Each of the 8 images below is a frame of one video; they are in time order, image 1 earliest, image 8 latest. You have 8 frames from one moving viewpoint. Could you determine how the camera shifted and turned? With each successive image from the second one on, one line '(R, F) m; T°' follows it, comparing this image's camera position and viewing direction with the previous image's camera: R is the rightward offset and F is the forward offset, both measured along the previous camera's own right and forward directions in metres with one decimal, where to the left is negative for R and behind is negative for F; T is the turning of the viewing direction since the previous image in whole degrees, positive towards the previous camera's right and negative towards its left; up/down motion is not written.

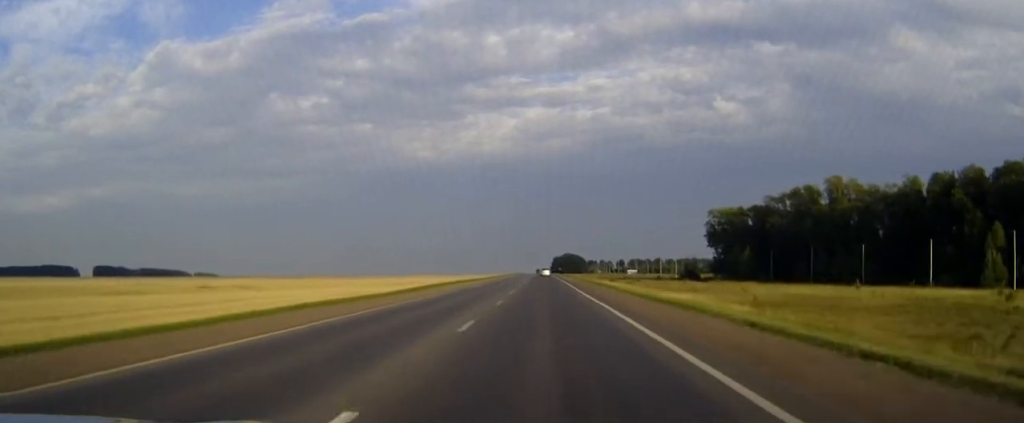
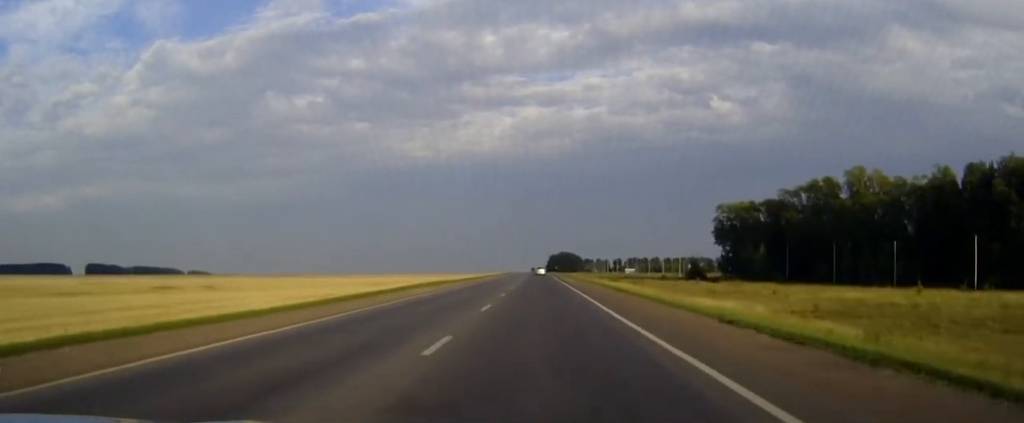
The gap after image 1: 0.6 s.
(0.0, +16.8) m; 0°
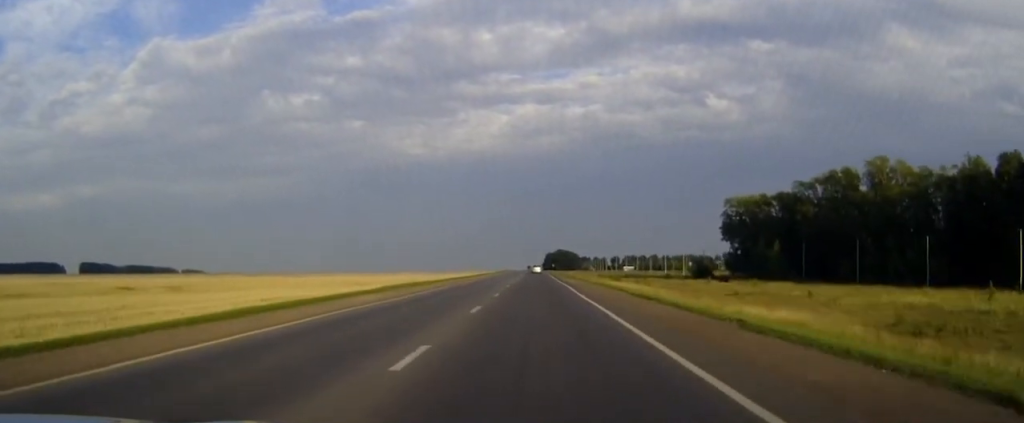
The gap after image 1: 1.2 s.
(0.0, +14.2) m; 0°
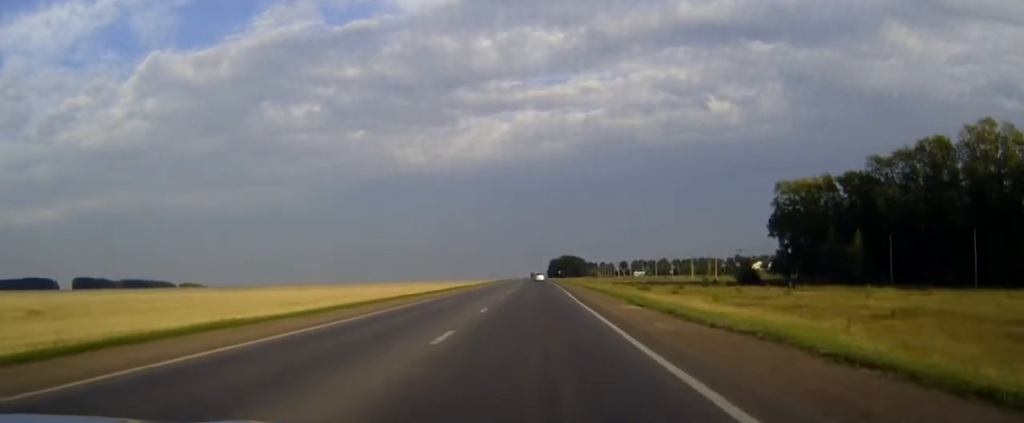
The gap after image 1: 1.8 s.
(0.0, +17.1) m; 0°
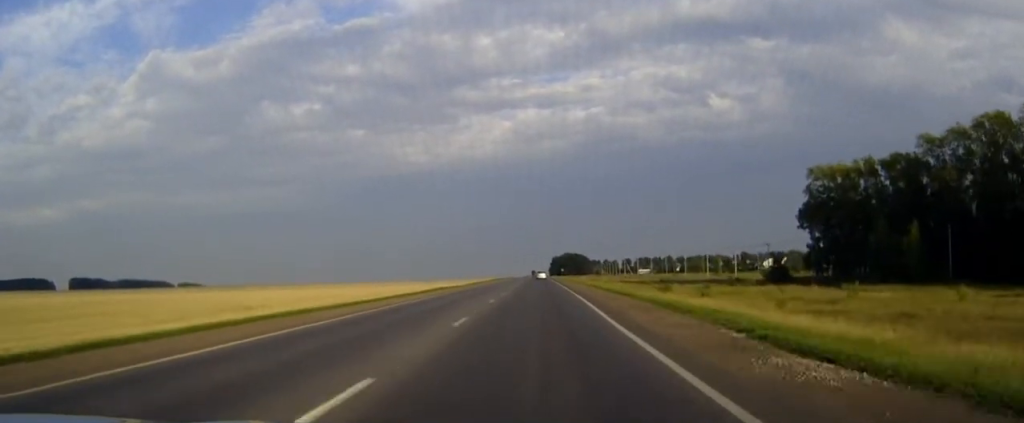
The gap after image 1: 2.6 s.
(0.0, +20.8) m; 0°
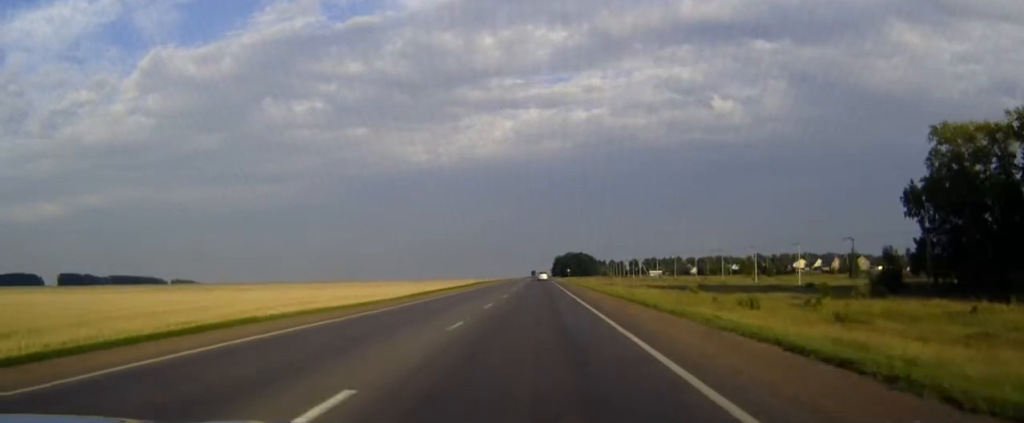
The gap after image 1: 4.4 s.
(0.0, +50.6) m; 0°
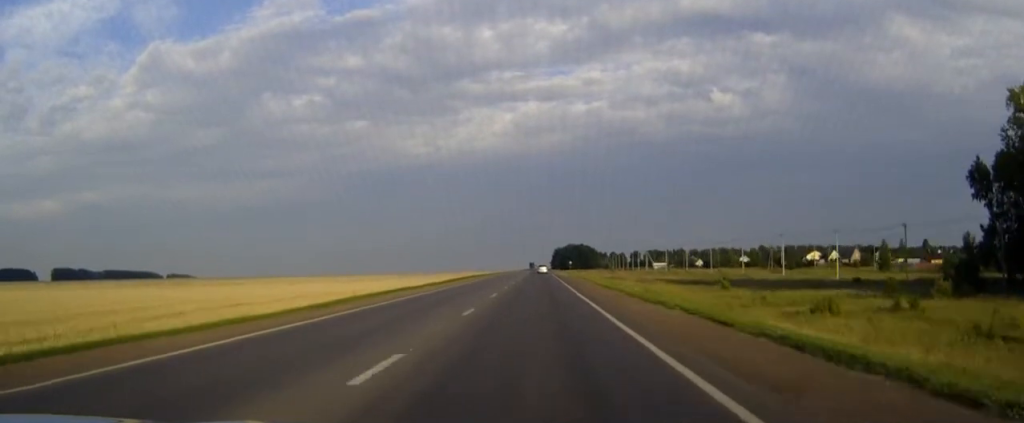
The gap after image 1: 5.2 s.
(0.0, +21.5) m; 0°
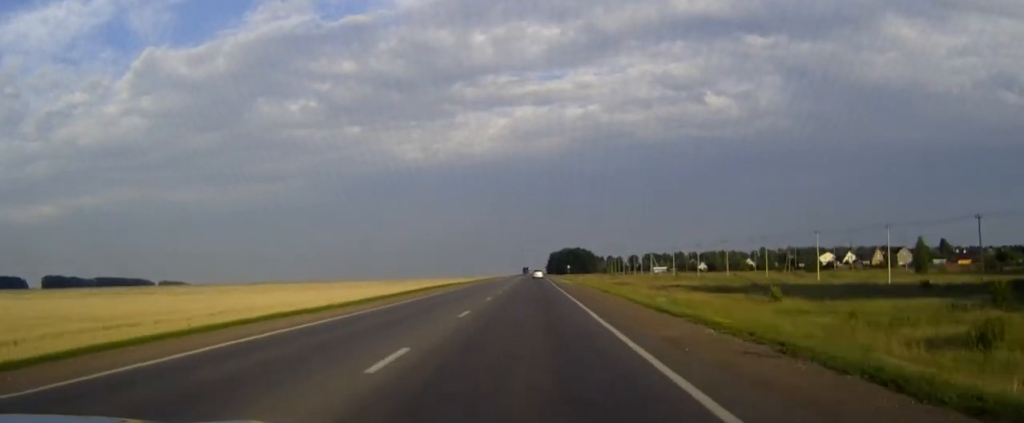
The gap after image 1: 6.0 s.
(0.0, +23.5) m; 0°
